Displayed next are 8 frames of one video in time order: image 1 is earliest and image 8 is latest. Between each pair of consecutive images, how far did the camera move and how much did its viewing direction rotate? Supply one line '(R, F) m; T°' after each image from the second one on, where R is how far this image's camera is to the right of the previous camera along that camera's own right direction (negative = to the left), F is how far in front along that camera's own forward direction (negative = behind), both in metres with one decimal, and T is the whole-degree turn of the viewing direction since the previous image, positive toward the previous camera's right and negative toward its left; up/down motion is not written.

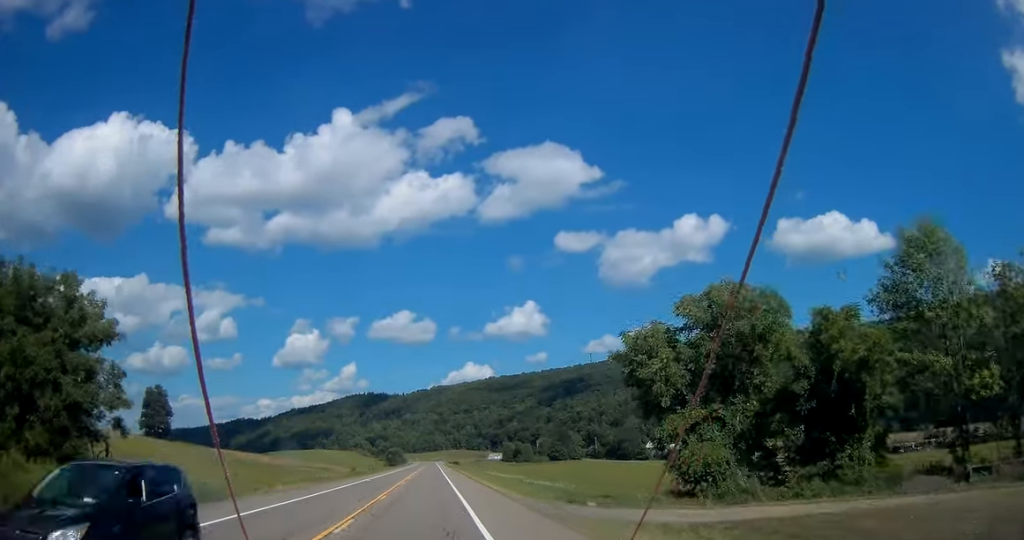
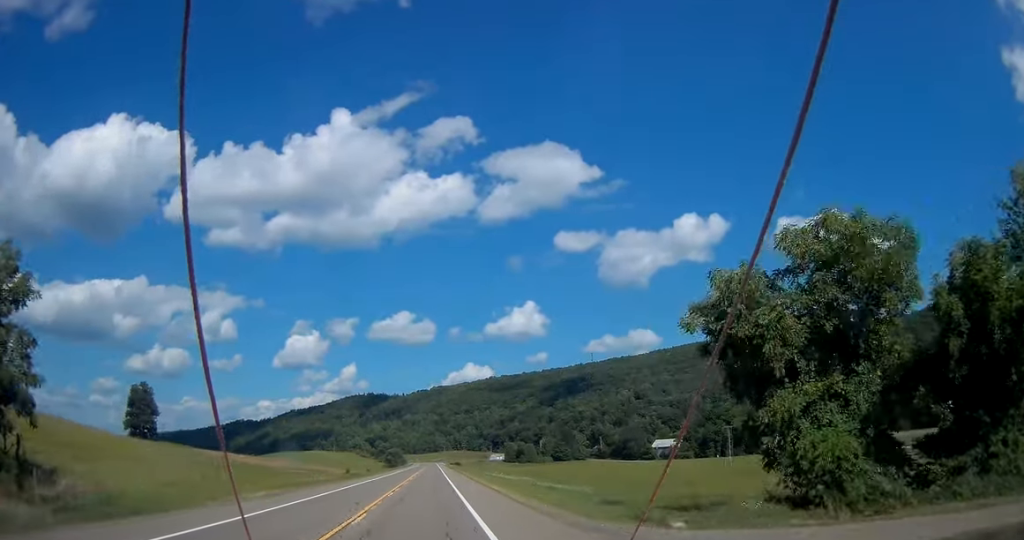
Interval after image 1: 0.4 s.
(+0.2, +9.8) m; 0°
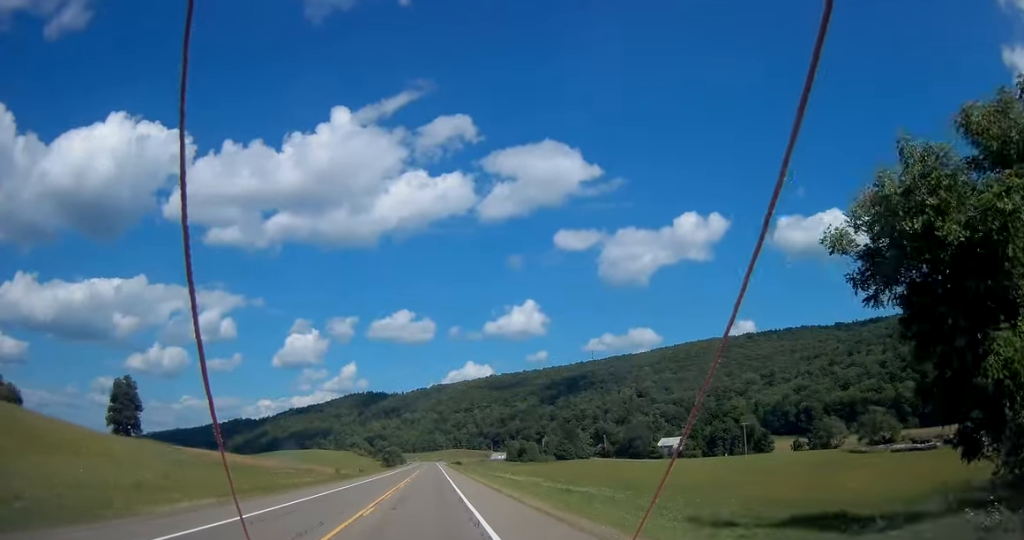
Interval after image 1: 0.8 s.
(+0.1, +9.8) m; 0°
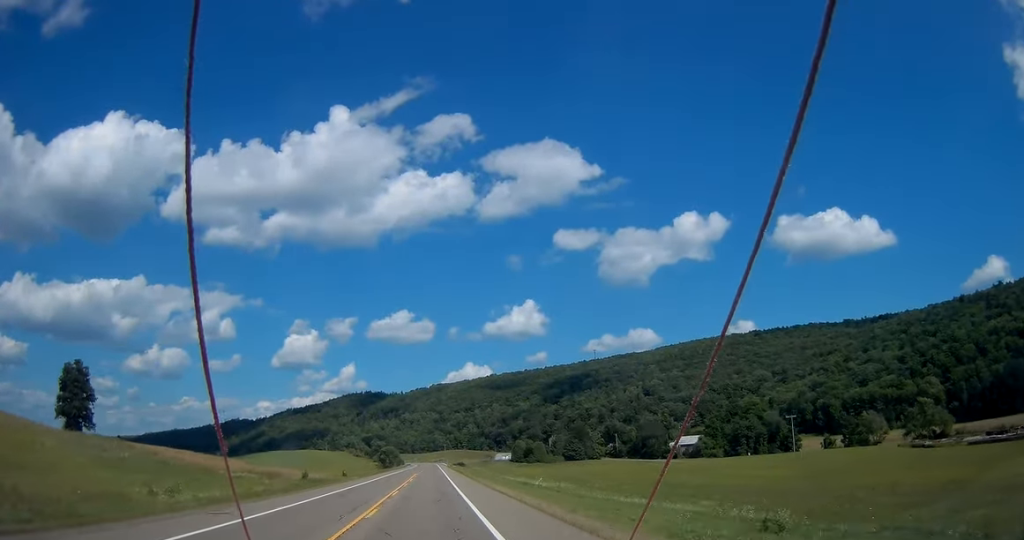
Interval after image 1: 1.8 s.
(+0.1, +24.7) m; 0°
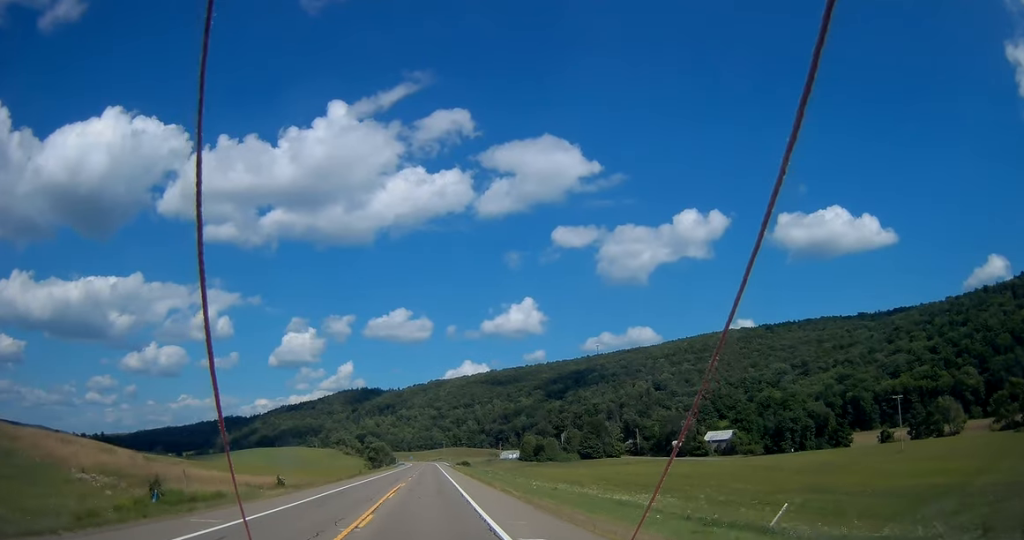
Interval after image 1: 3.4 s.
(-0.2, +39.6) m; 0°
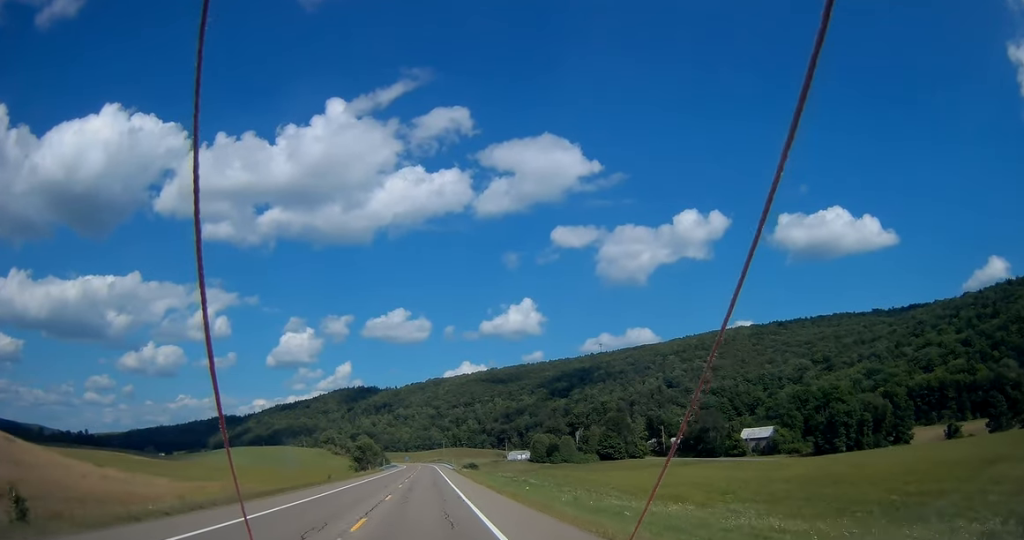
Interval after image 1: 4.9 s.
(0.0, +37.4) m; 0°
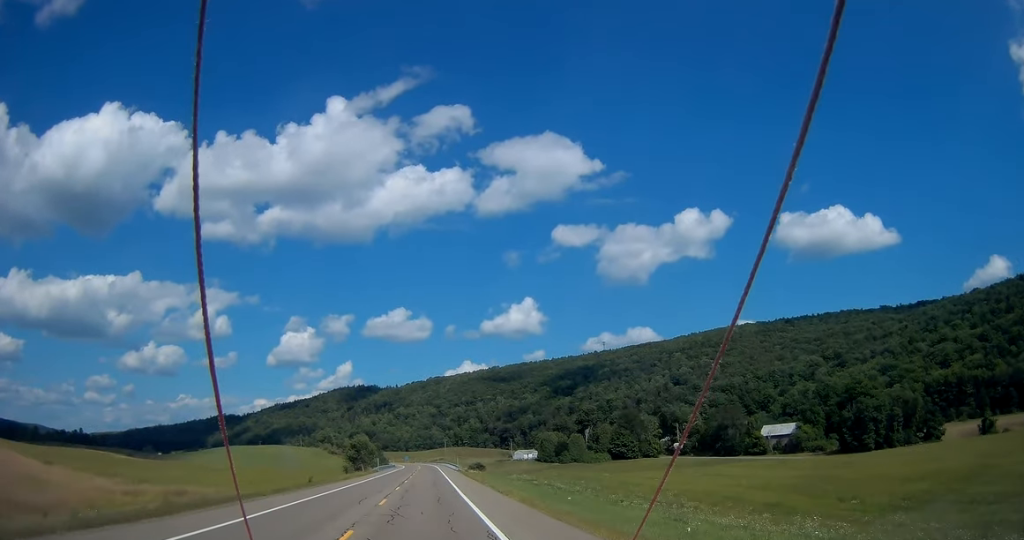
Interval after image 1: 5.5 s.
(+0.1, +15.9) m; 0°
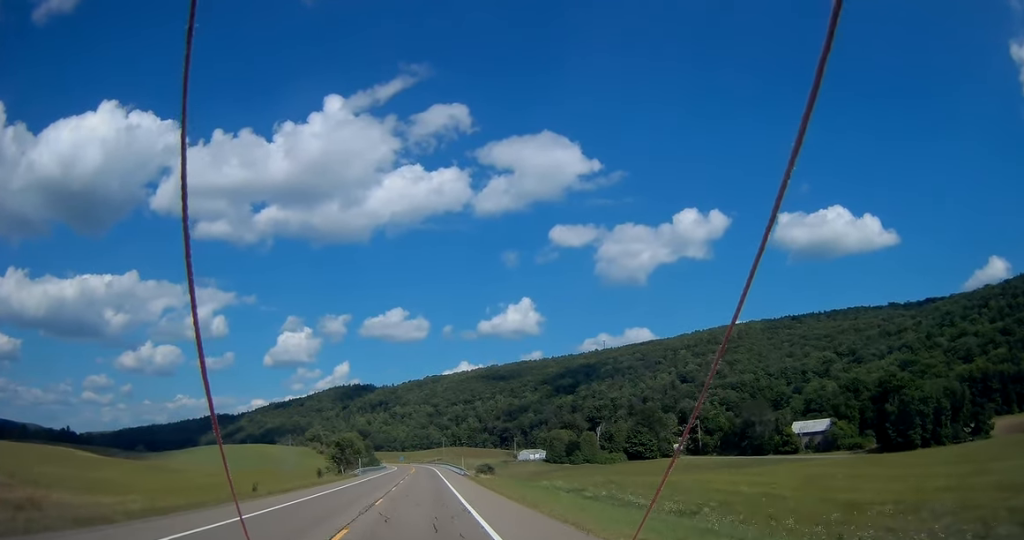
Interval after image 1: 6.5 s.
(0.0, +24.4) m; 0°
